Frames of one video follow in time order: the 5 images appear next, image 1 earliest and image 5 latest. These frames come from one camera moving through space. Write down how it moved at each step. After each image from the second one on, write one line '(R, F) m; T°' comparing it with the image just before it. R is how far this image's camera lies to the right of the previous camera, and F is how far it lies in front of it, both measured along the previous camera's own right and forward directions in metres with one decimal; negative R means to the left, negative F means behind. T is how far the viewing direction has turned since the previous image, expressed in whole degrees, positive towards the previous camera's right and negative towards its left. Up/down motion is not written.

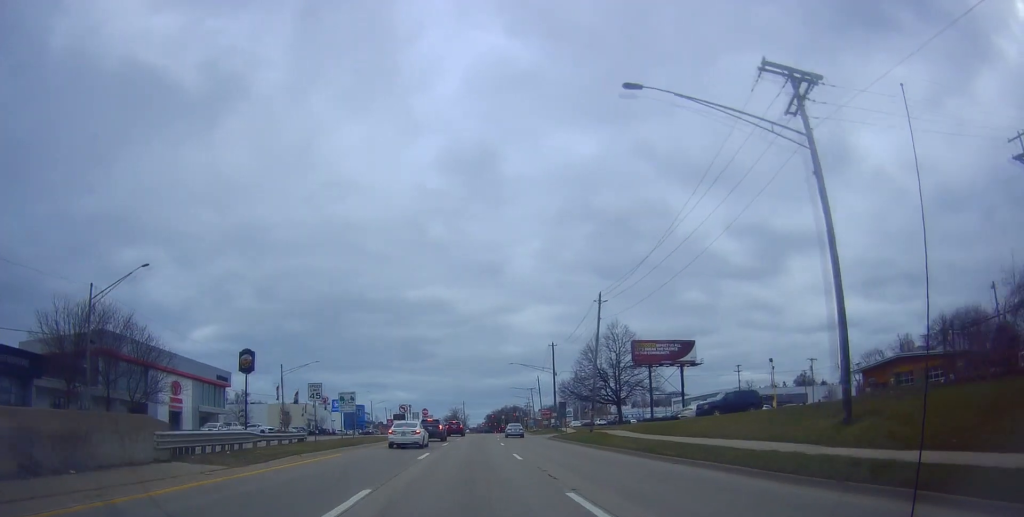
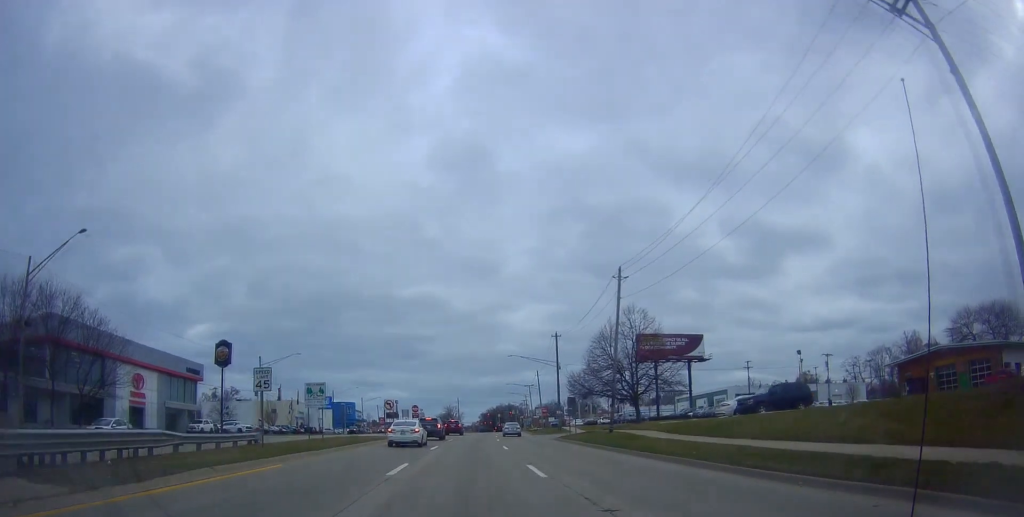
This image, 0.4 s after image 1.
(0.0, +7.5) m; 0°
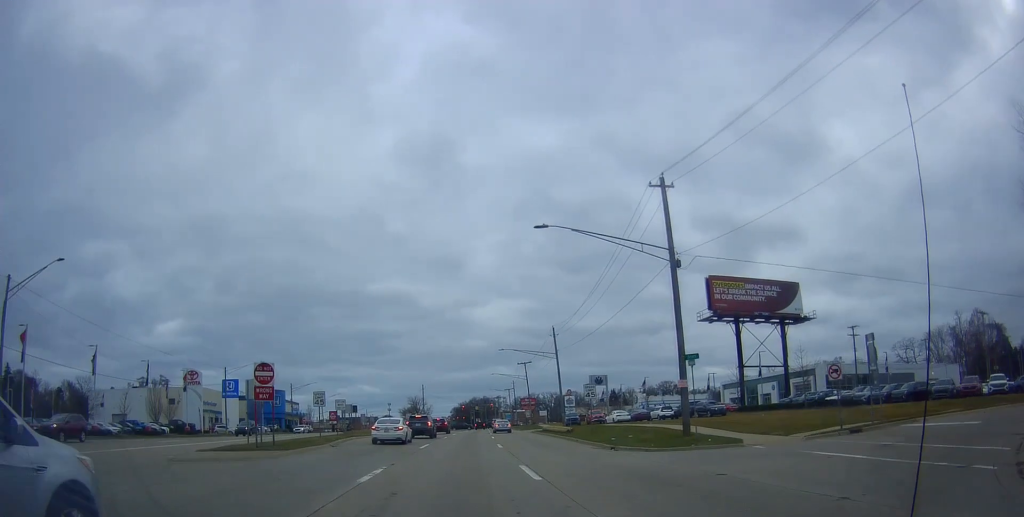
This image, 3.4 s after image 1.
(+3.0, +47.7) m; +5°
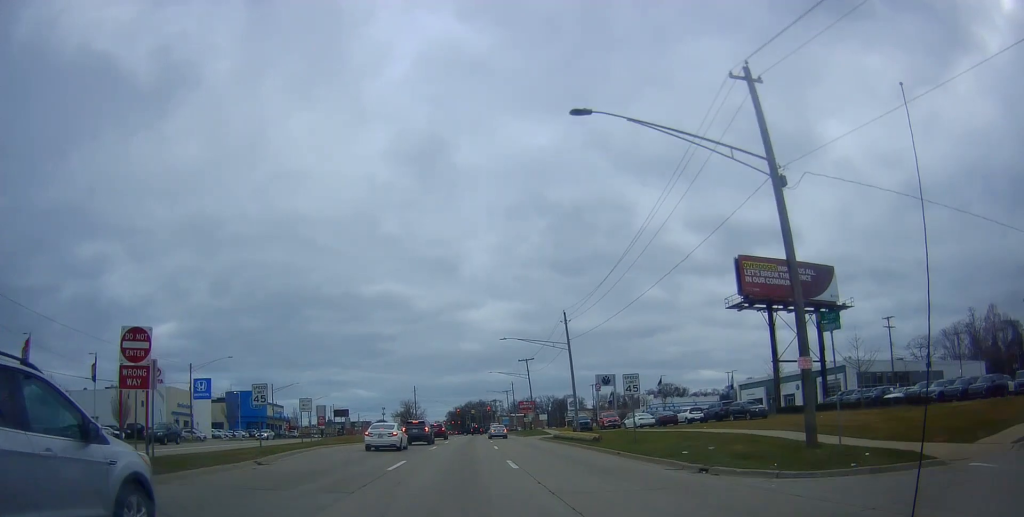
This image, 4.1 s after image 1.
(-0.3, +10.2) m; +1°
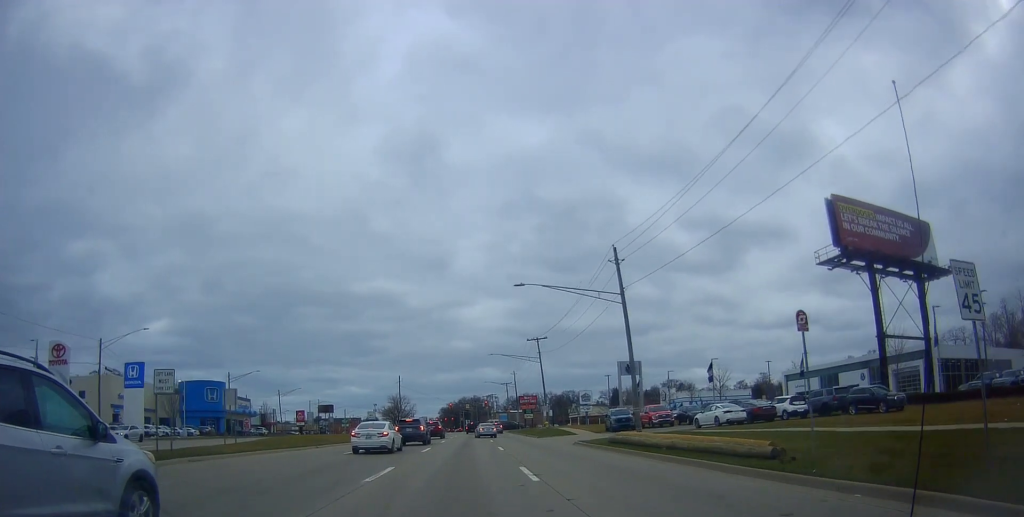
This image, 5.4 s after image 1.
(+0.6, +20.1) m; 0°
